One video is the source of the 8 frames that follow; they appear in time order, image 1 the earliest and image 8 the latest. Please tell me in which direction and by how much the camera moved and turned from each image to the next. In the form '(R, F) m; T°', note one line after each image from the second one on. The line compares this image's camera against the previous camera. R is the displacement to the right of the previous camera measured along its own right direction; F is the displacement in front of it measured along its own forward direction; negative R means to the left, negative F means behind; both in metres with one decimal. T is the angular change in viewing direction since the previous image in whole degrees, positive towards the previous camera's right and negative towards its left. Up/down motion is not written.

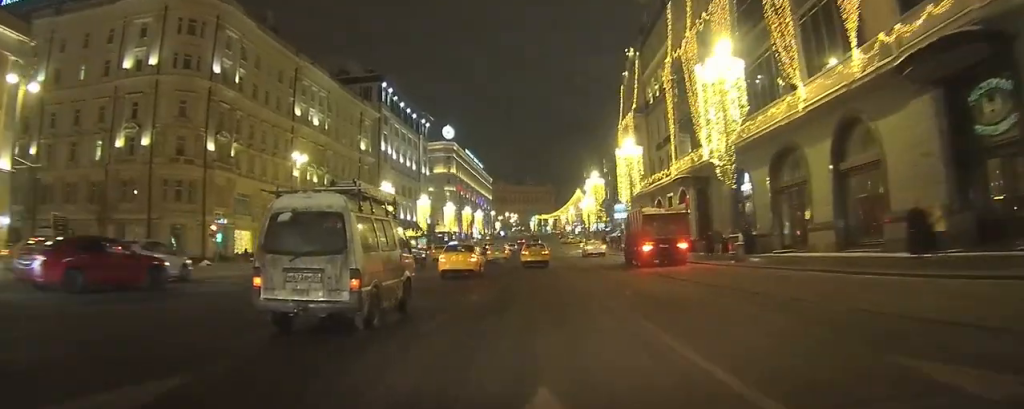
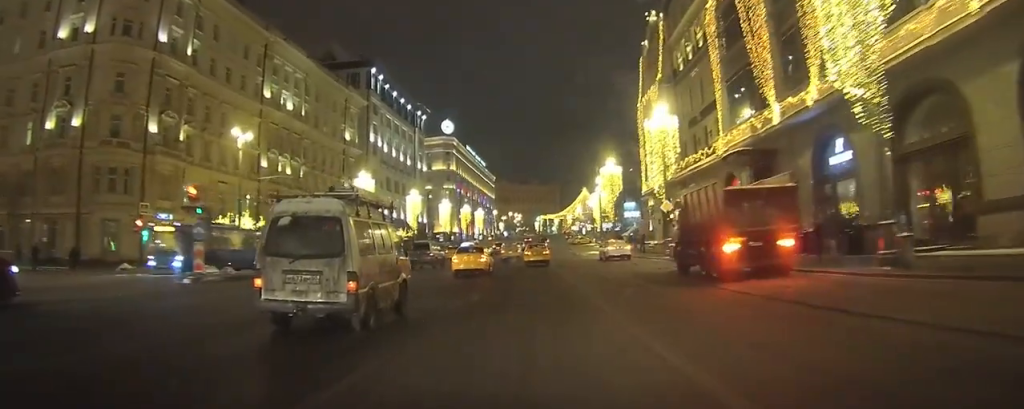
(0.0, +13.2) m; 0°
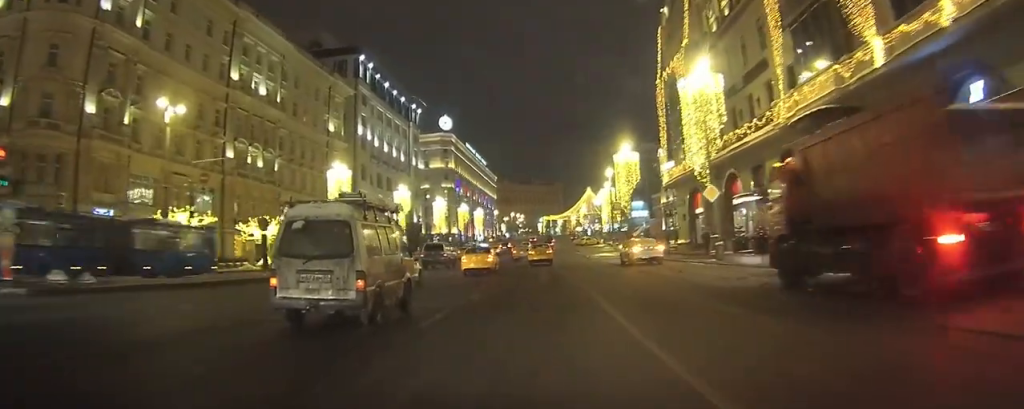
(0.0, +10.4) m; -1°
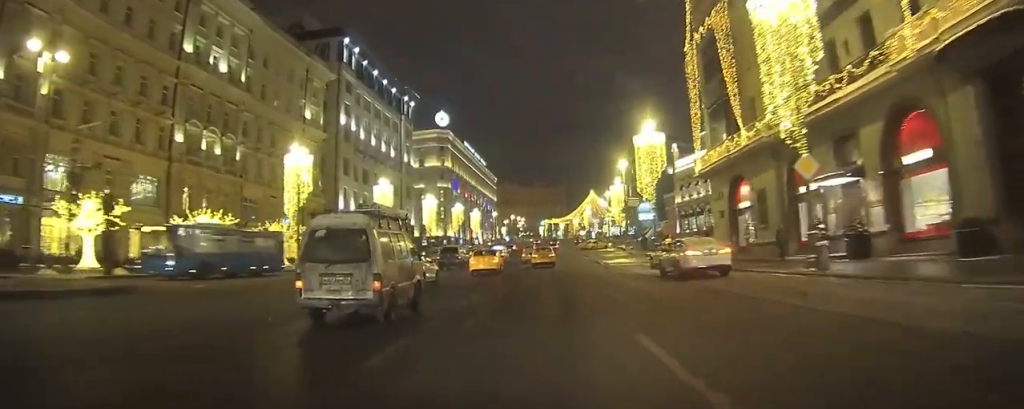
(-0.1, +11.5) m; 0°
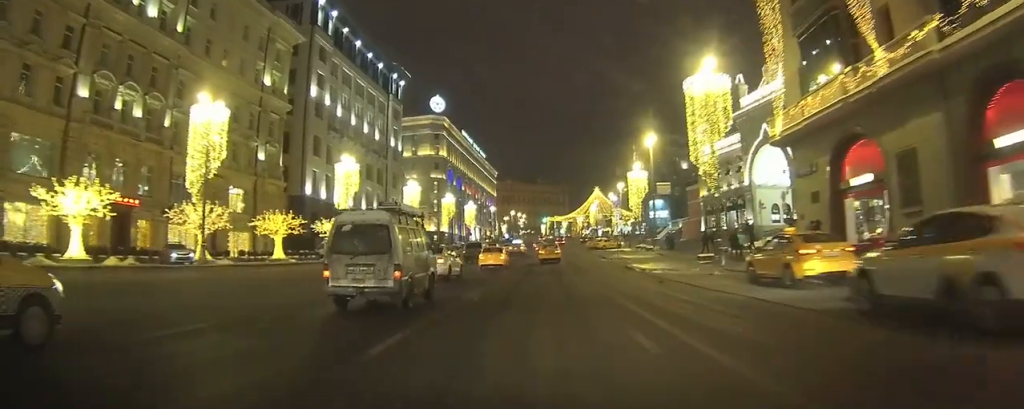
(+0.2, +15.5) m; 0°
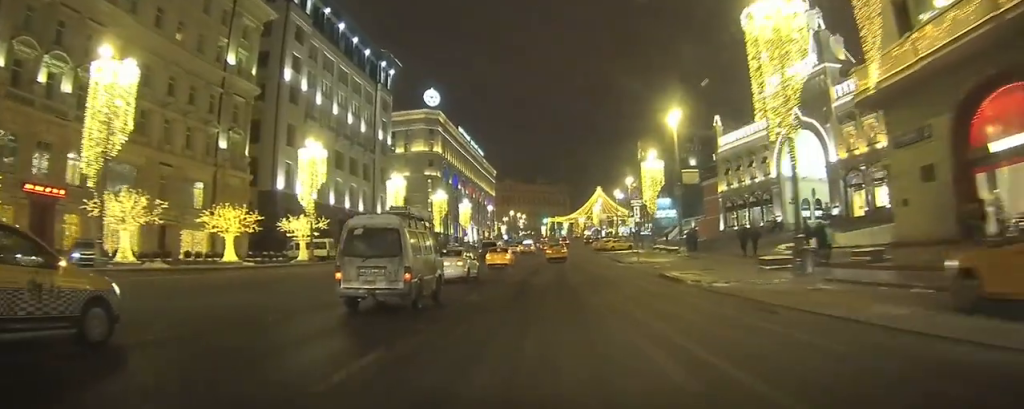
(0.0, +9.6) m; 0°
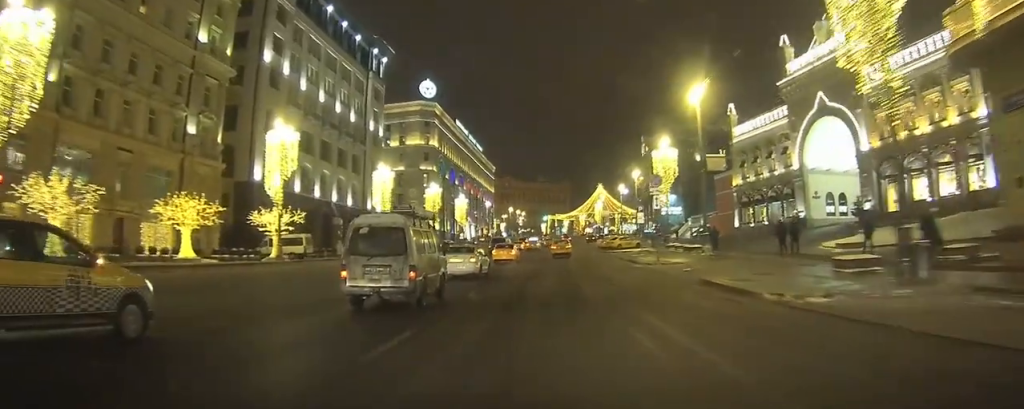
(0.0, +6.4) m; 0°
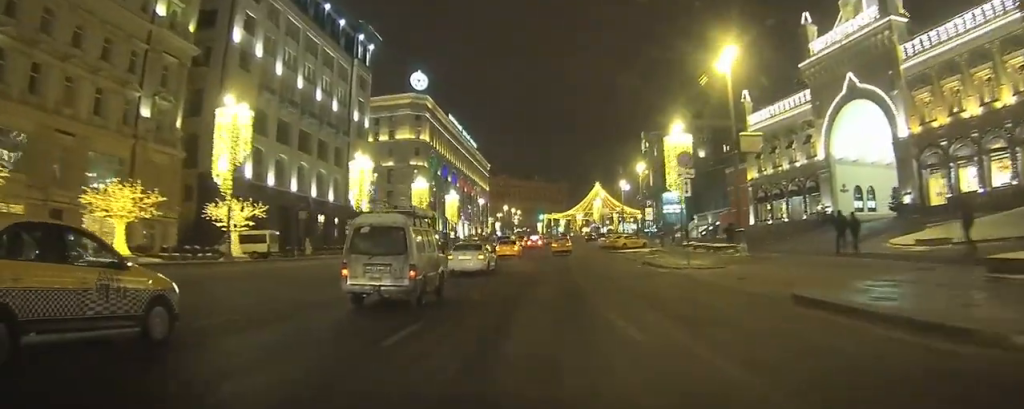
(0.0, +7.1) m; 0°
